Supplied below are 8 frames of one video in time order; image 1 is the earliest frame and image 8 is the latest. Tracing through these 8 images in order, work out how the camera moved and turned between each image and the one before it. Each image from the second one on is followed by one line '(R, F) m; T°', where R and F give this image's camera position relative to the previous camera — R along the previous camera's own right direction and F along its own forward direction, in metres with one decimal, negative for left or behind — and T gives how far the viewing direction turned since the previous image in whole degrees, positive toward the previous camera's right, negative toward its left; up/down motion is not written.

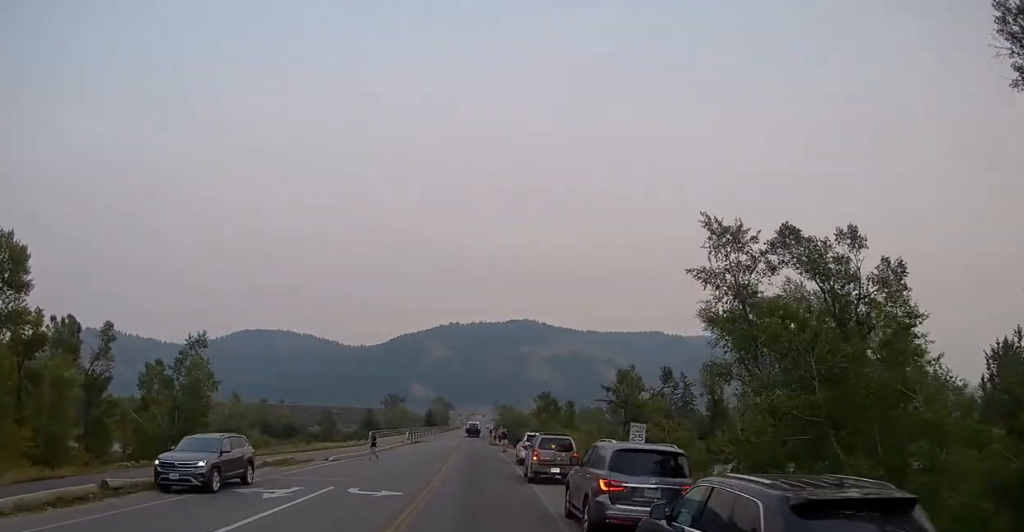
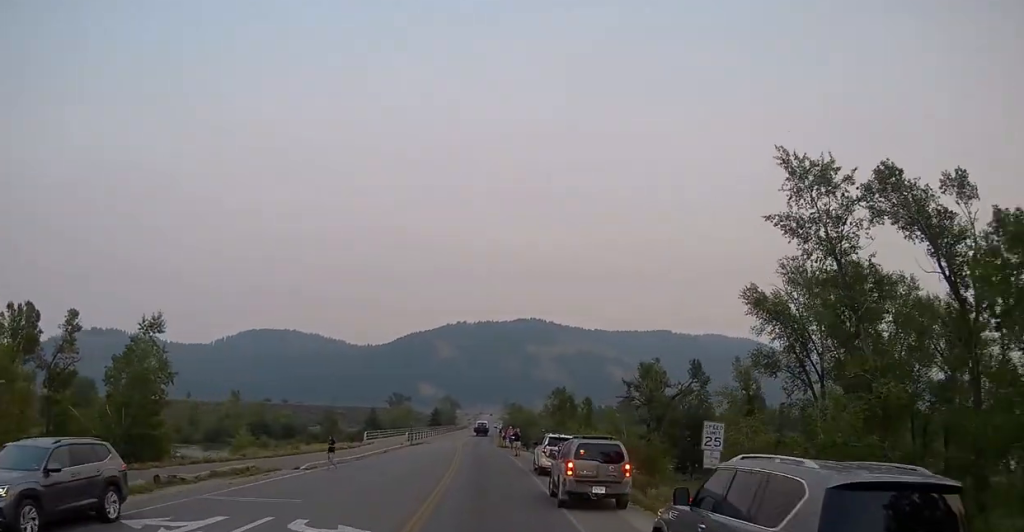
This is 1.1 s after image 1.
(0.0, +7.0) m; 0°
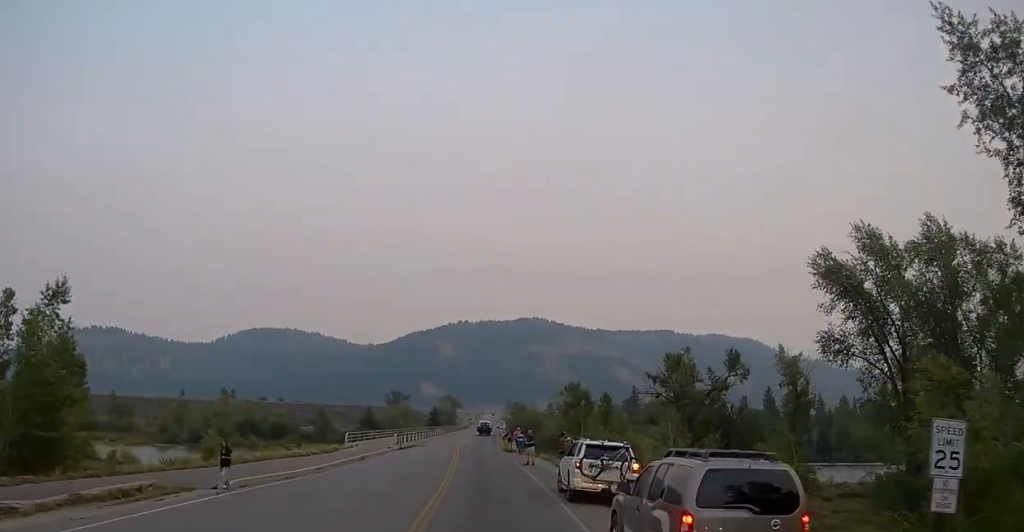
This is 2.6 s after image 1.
(0.0, +9.2) m; 0°
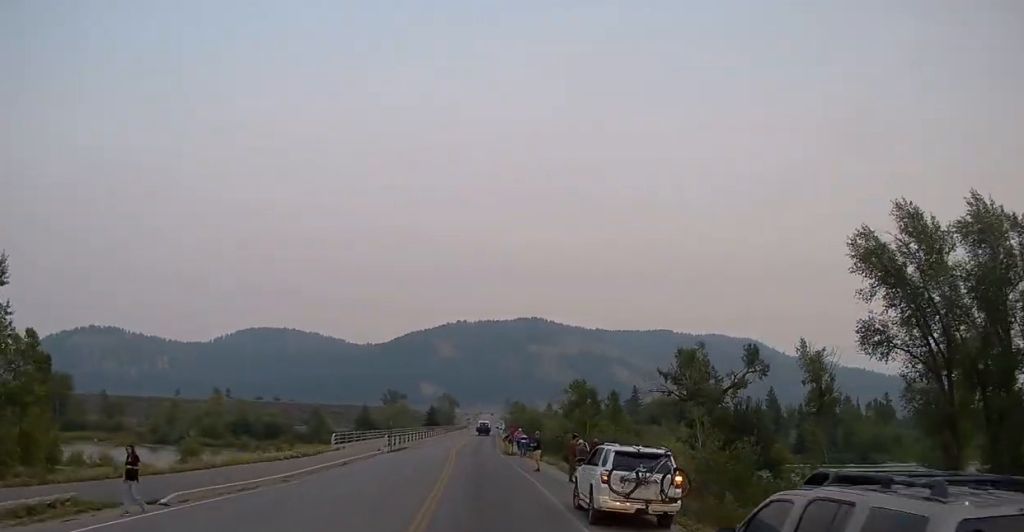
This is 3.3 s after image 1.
(0.0, +4.4) m; 0°
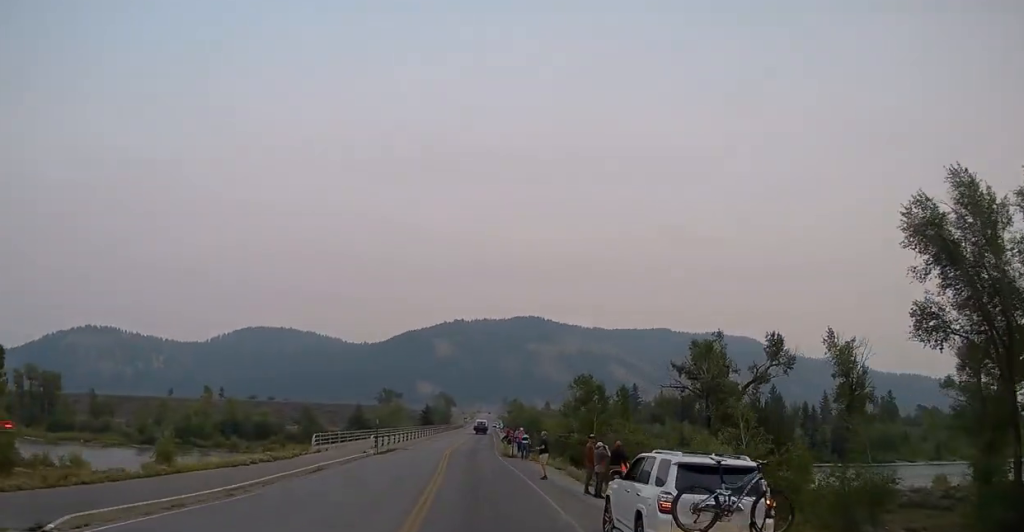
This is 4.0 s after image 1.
(0.0, +5.2) m; 0°
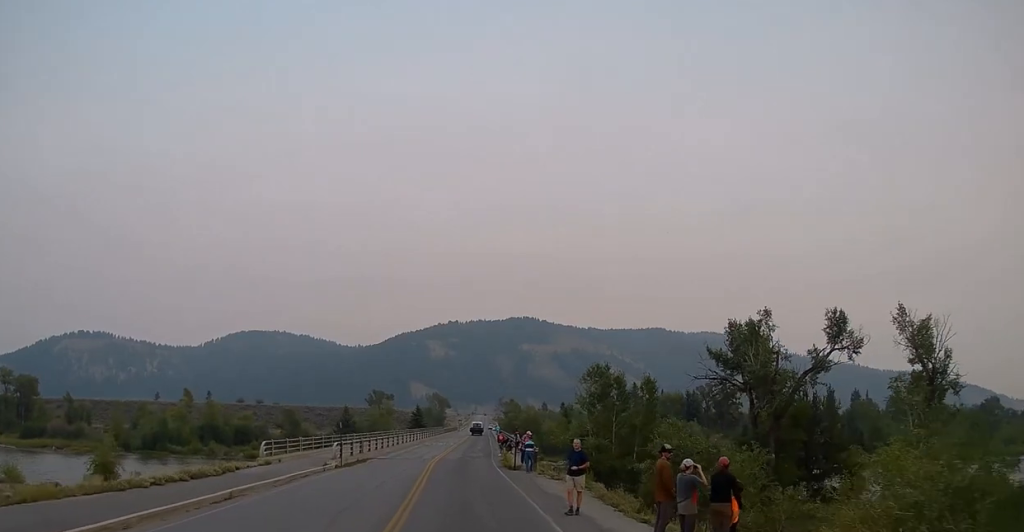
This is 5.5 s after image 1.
(0.0, +10.0) m; 0°
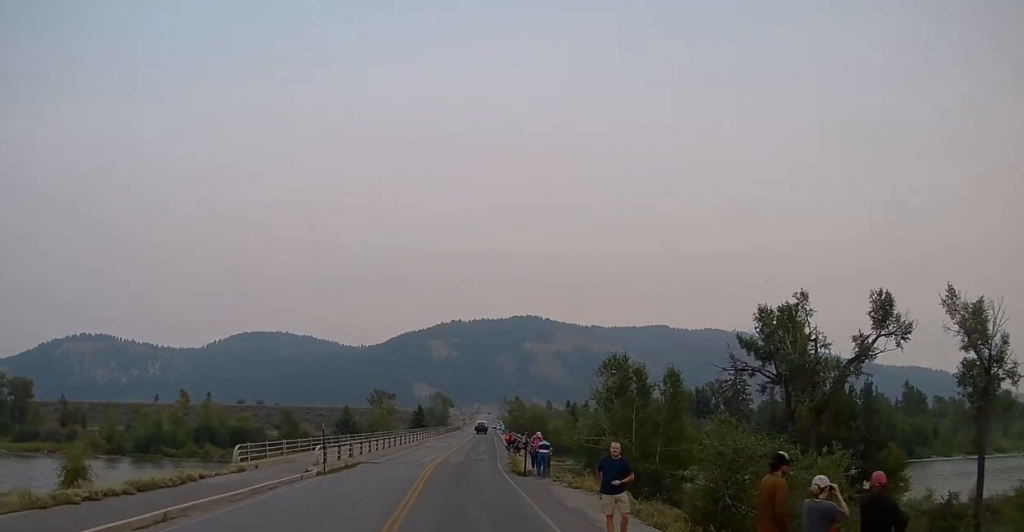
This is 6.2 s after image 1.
(0.0, +4.7) m; 0°
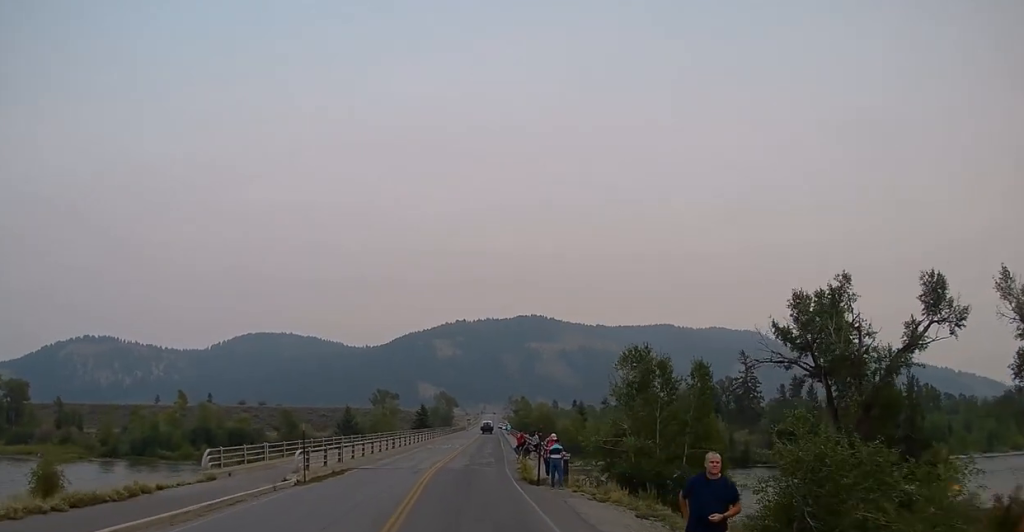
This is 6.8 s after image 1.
(+0.1, +4.1) m; -1°
